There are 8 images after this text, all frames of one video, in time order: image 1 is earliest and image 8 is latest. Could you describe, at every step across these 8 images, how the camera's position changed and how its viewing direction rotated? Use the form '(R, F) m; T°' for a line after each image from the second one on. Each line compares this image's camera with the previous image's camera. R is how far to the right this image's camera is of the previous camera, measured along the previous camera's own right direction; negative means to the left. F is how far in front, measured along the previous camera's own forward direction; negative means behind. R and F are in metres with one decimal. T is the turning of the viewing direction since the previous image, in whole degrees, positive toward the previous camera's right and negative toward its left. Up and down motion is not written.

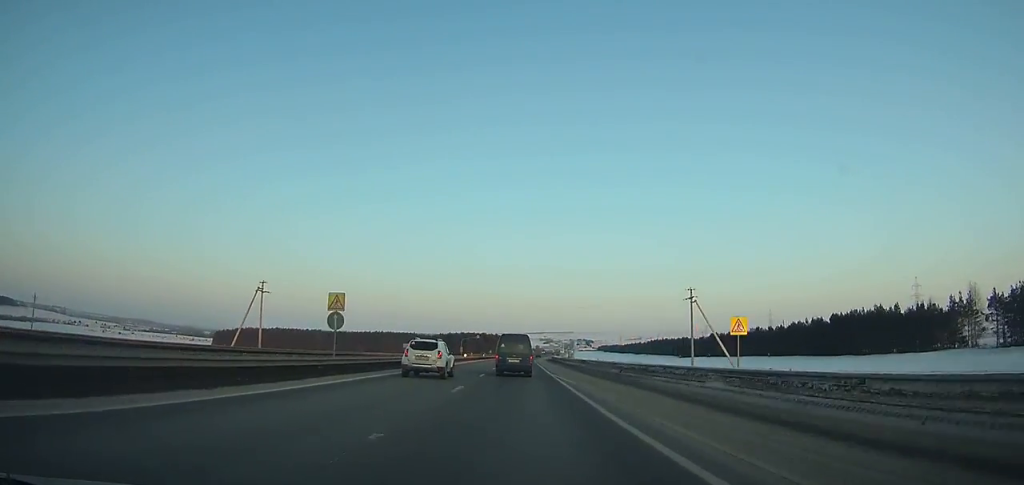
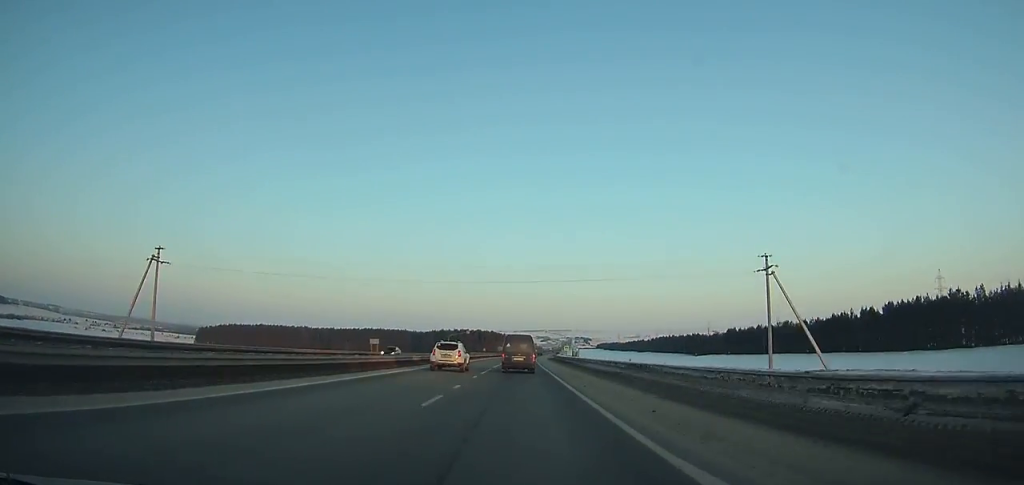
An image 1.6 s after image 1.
(+0.3, +30.2) m; +1°
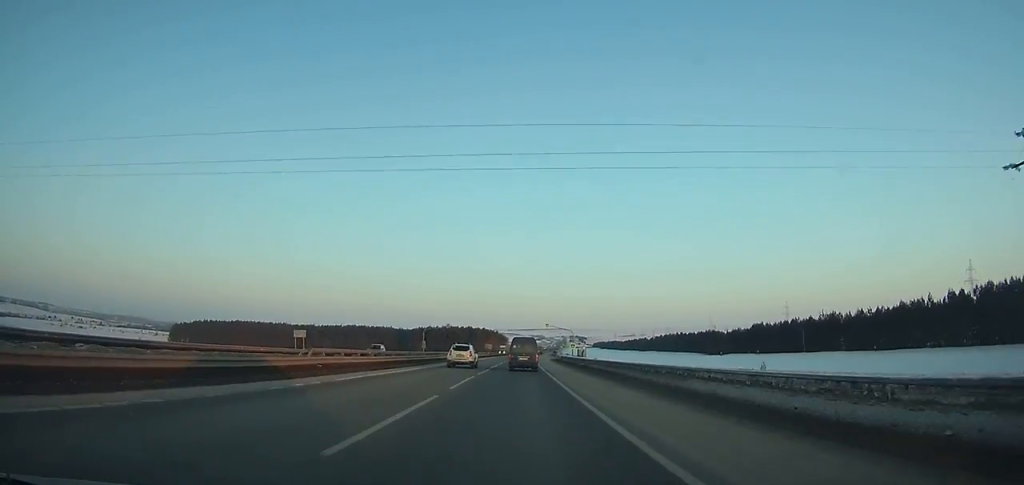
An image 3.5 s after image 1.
(+0.2, +36.7) m; +1°
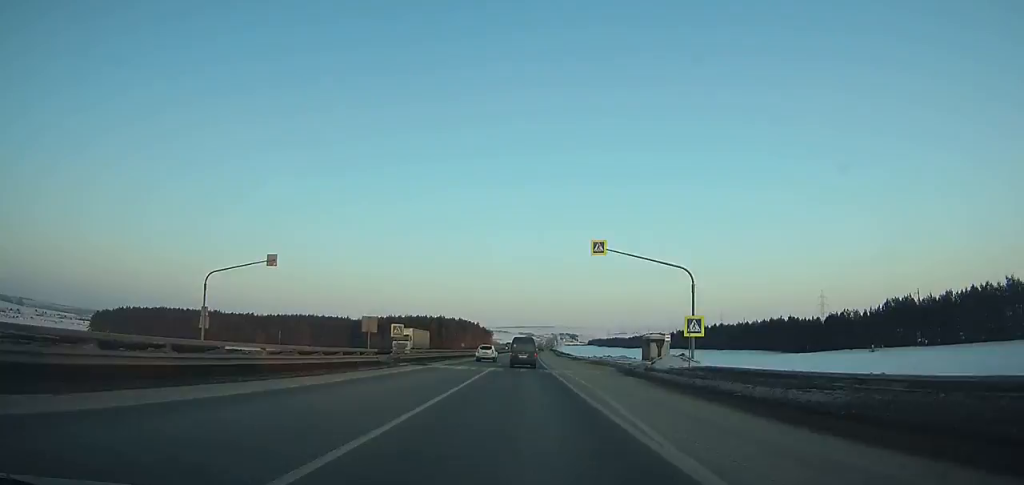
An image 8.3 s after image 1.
(+0.8, +97.0) m; +1°
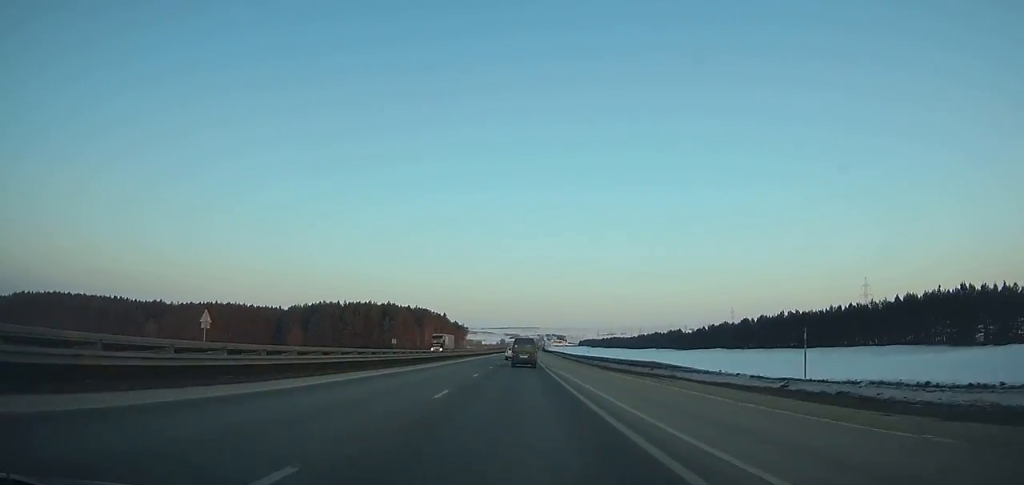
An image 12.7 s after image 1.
(+1.3, +92.9) m; +1°
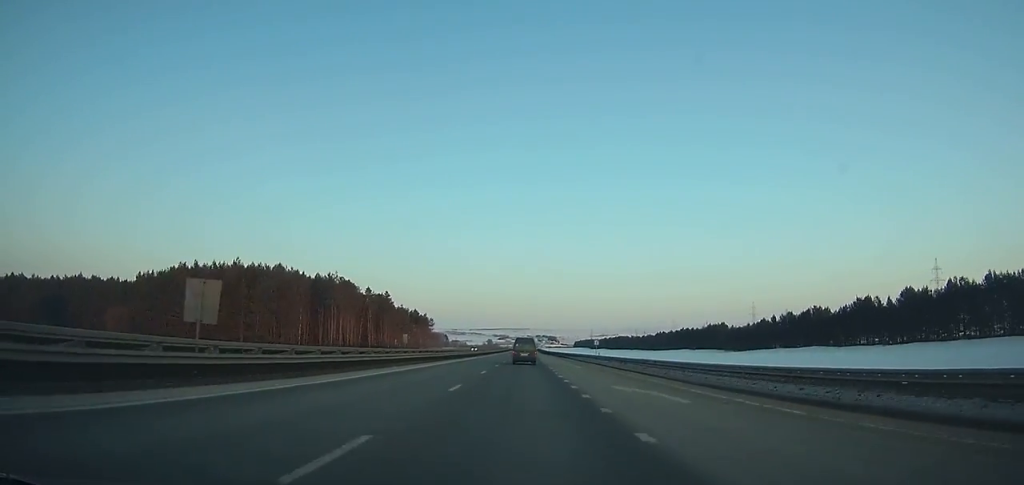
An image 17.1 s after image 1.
(+0.5, +94.5) m; +1°
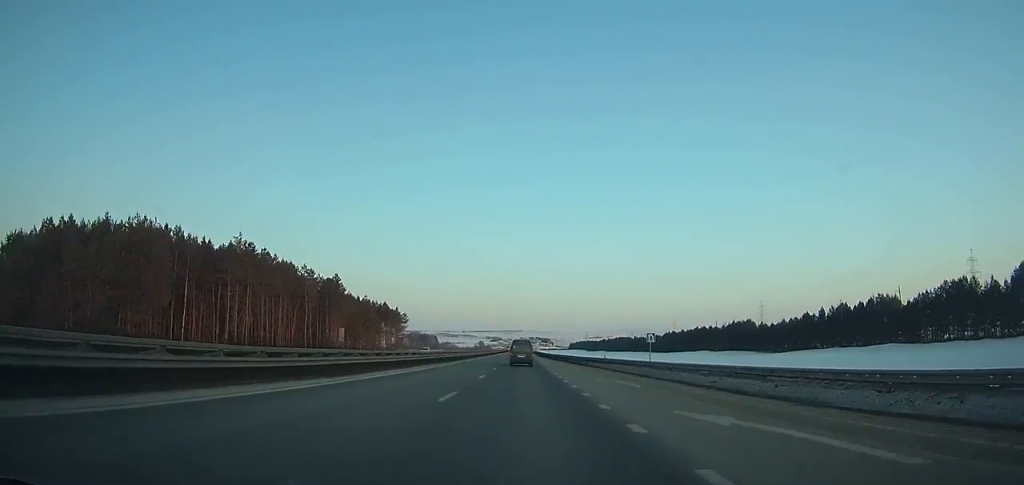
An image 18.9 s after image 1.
(+0.2, +38.9) m; 0°
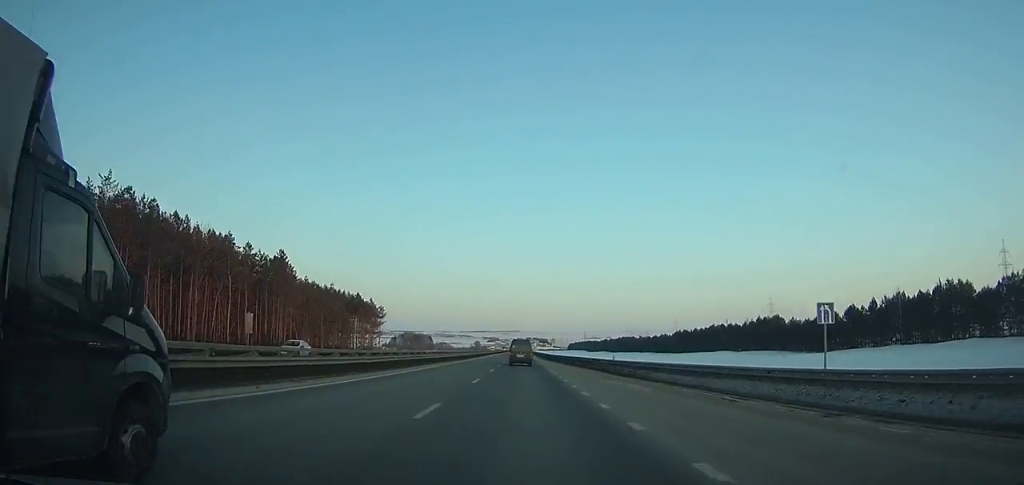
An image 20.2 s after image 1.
(+0.1, +28.1) m; 0°
